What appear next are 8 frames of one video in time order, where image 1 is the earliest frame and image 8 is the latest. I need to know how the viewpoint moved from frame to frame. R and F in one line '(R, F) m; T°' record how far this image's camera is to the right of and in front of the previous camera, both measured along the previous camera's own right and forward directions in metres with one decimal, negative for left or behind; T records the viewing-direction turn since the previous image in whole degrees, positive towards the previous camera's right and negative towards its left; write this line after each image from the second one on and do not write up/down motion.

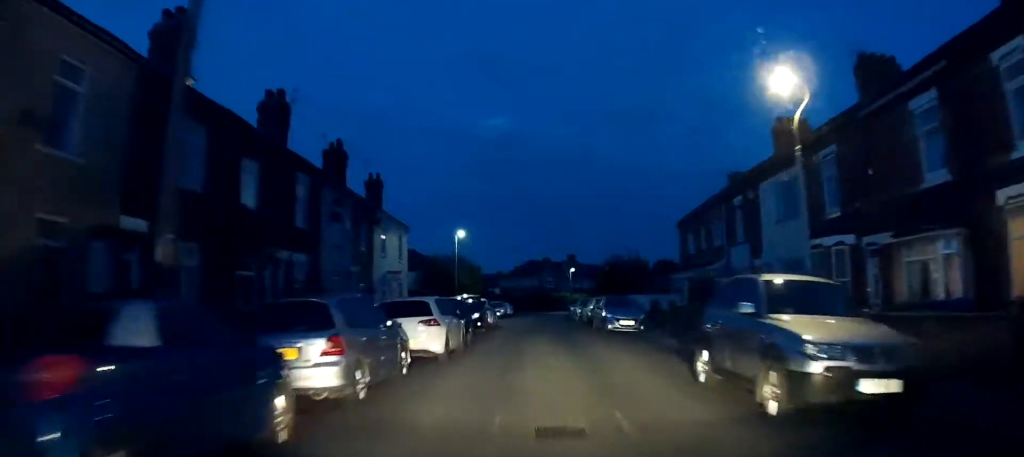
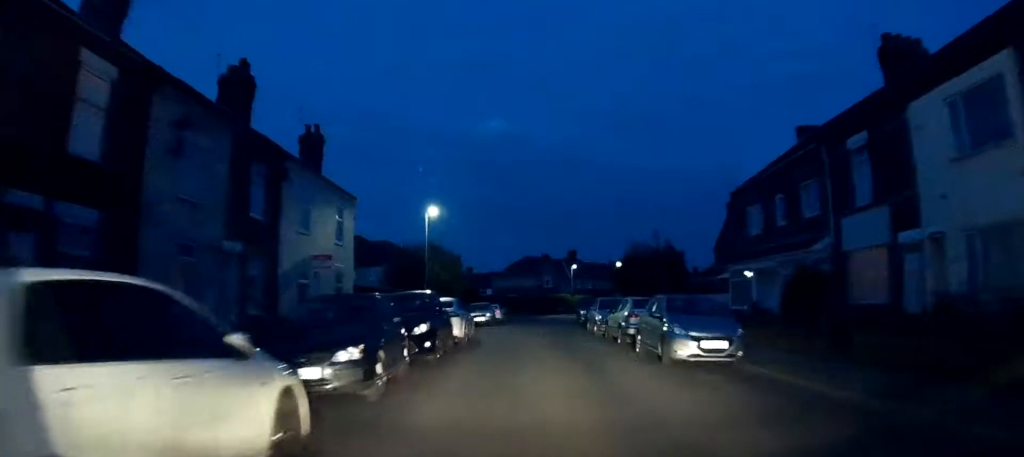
(+0.3, +11.9) m; +4°
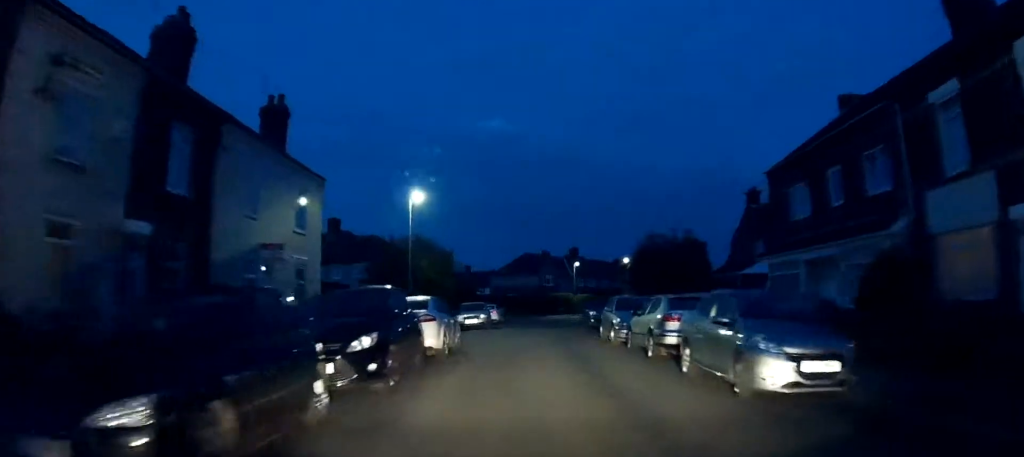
(0.0, +4.7) m; 0°
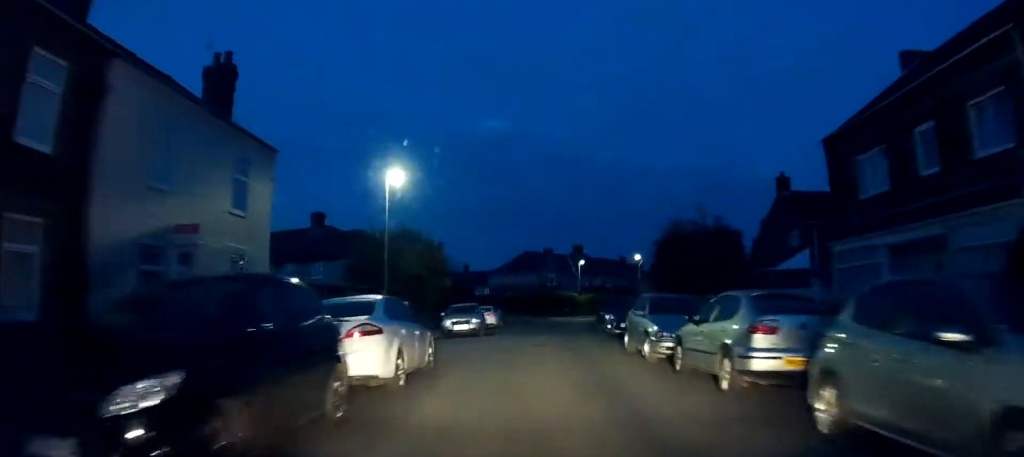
(0.0, +5.1) m; 0°
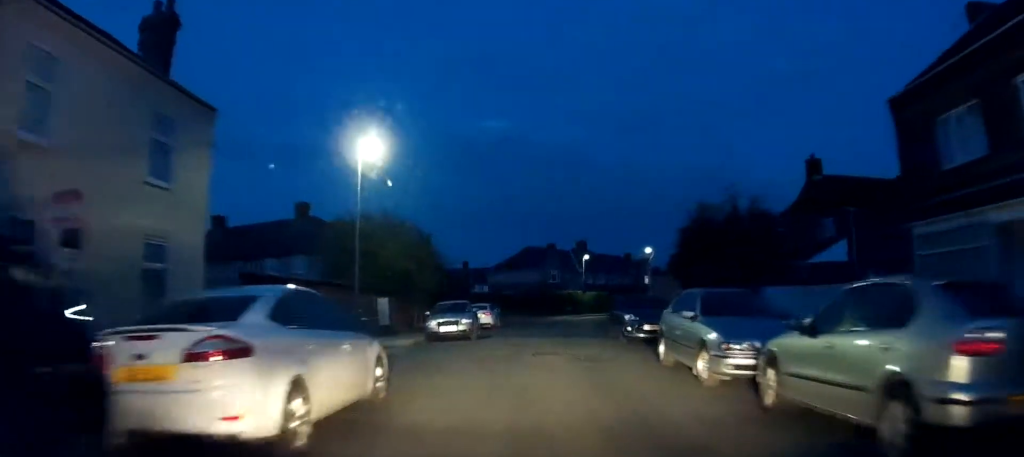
(0.0, +4.2) m; 0°
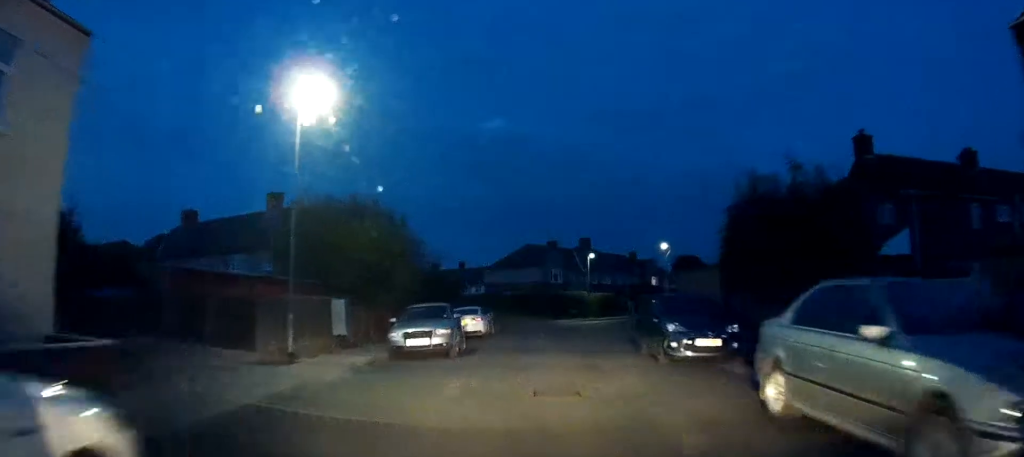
(0.0, +5.6) m; -3°
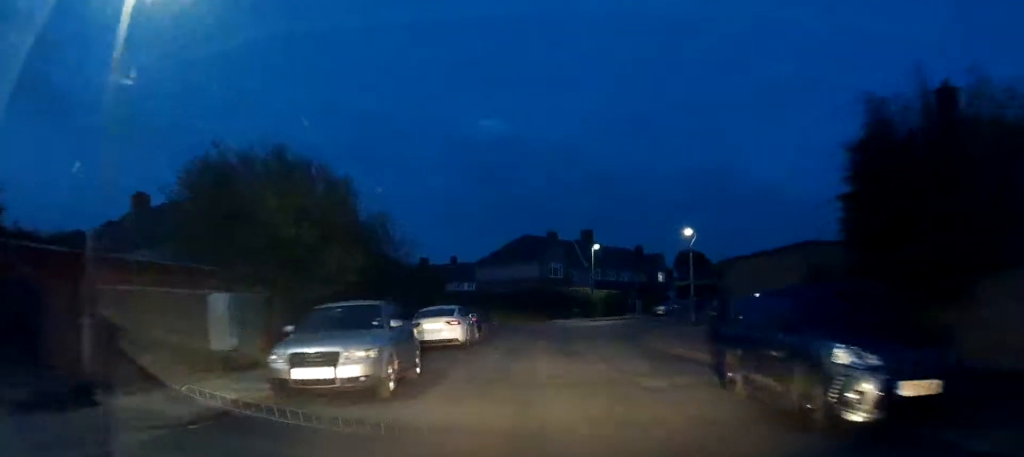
(-0.4, +6.9) m; +1°
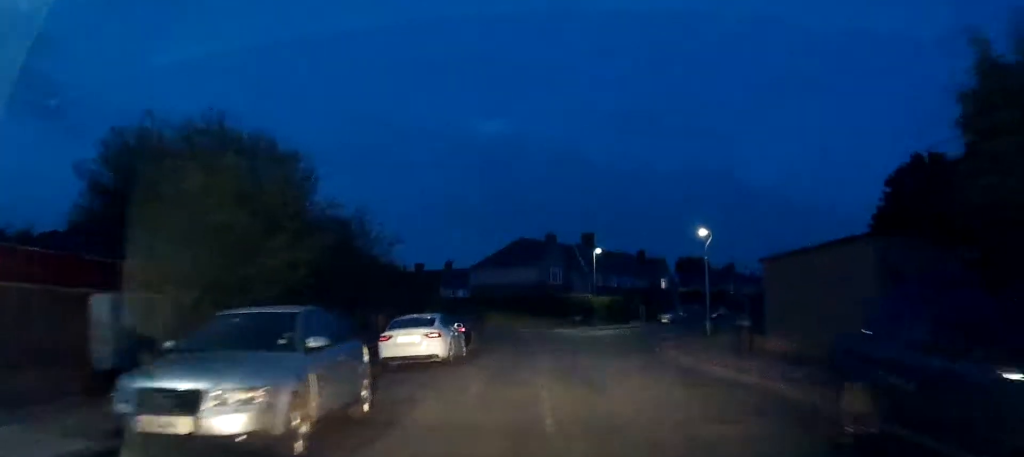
(+0.2, +3.4) m; +2°
